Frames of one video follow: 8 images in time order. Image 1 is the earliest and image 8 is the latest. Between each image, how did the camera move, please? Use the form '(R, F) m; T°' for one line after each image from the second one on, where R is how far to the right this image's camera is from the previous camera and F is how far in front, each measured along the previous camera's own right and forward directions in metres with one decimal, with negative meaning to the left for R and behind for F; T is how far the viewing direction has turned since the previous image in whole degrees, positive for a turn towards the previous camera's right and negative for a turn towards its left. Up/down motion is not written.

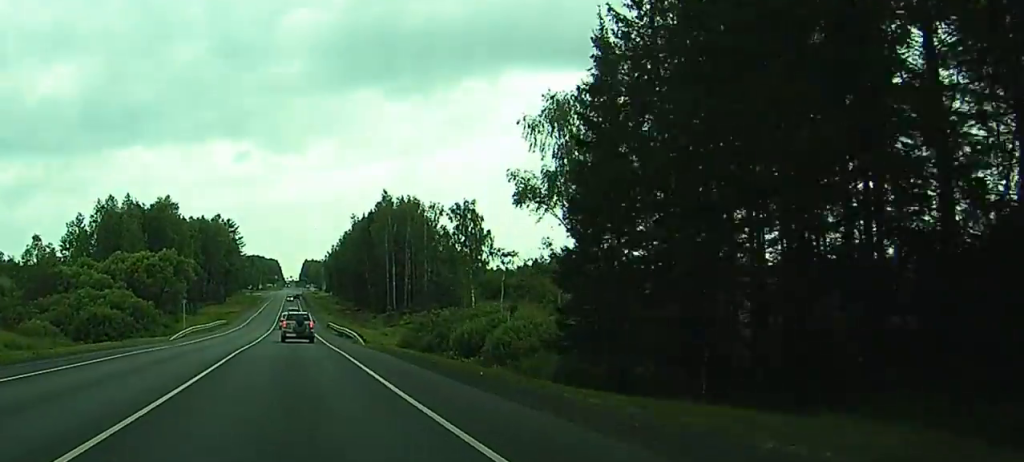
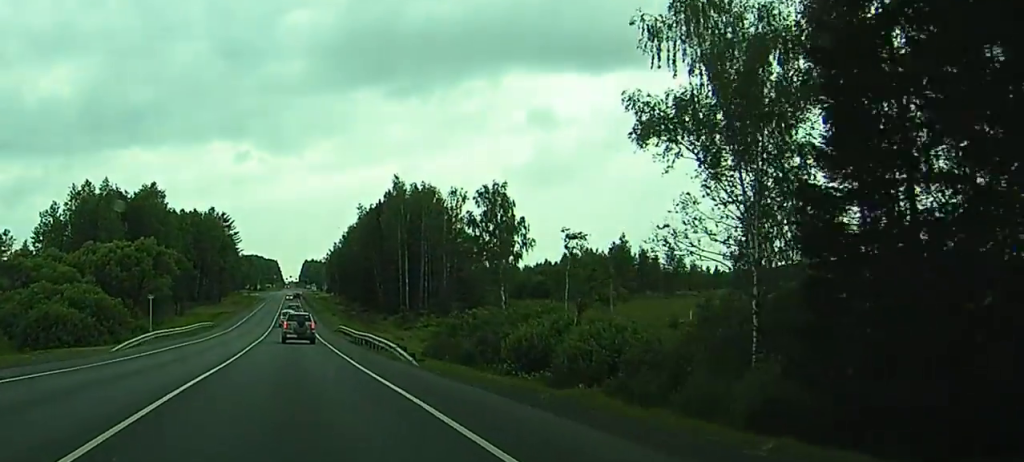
(-0.1, +18.3) m; 0°
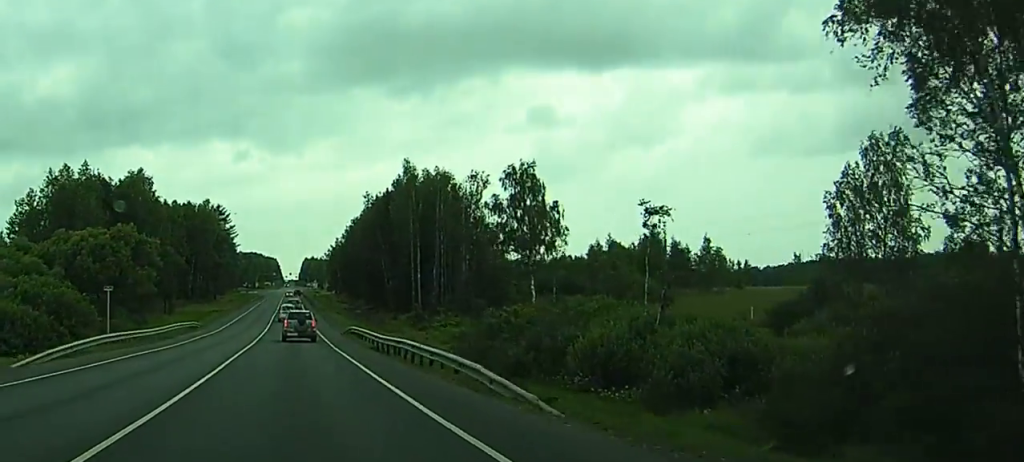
(-0.1, +13.6) m; 0°
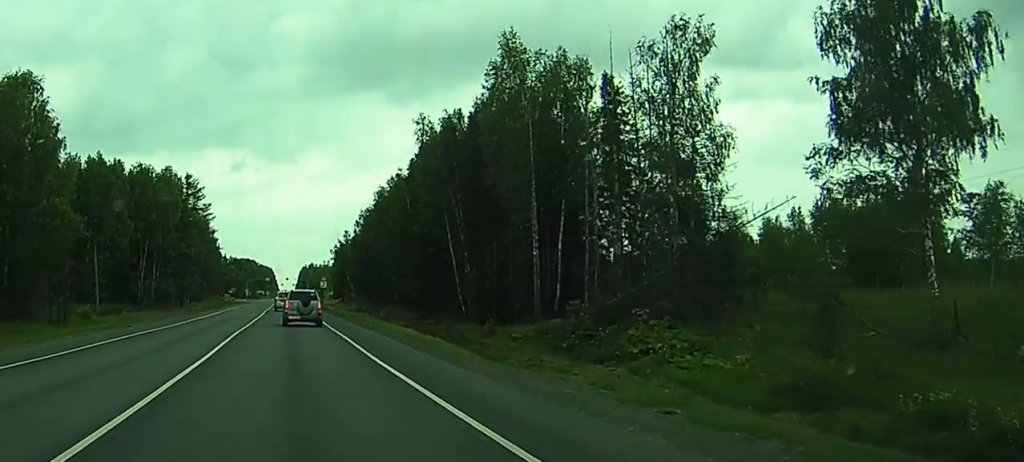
(+1.4, +62.3) m; +2°
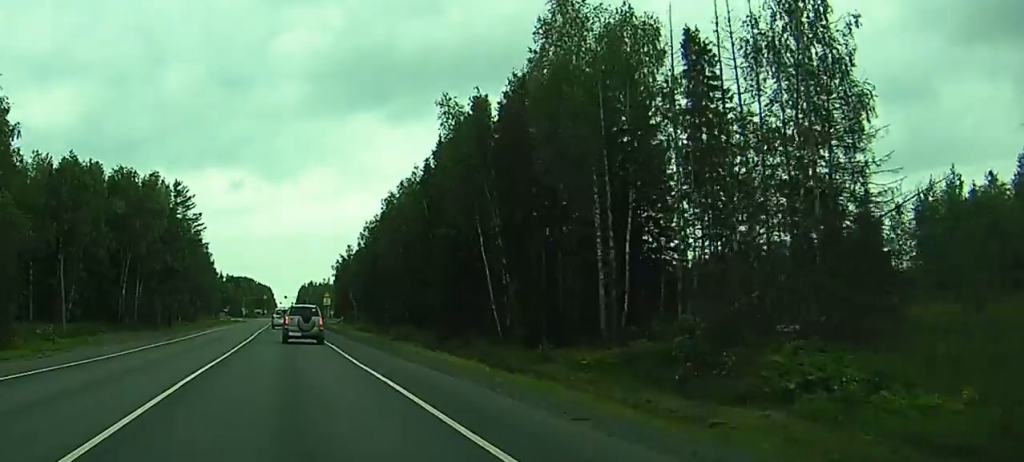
(+0.1, +14.4) m; 0°
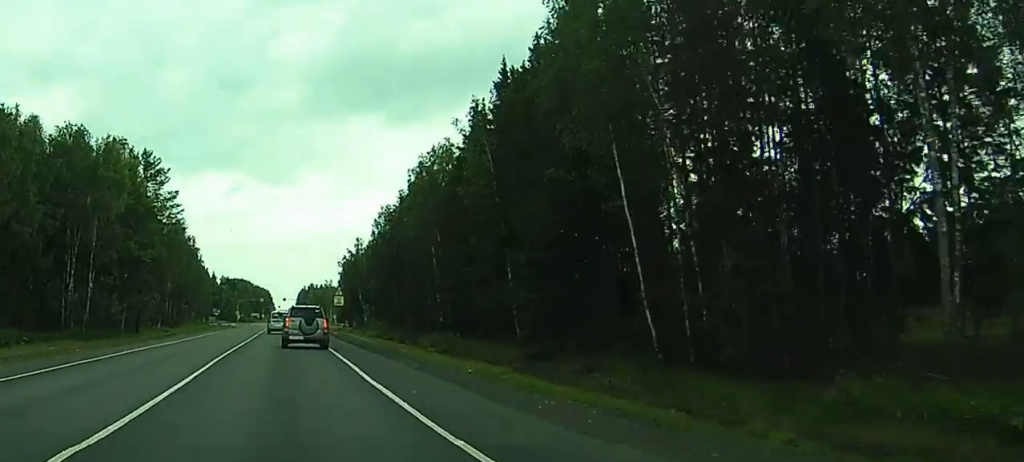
(-0.1, +29.8) m; 0°
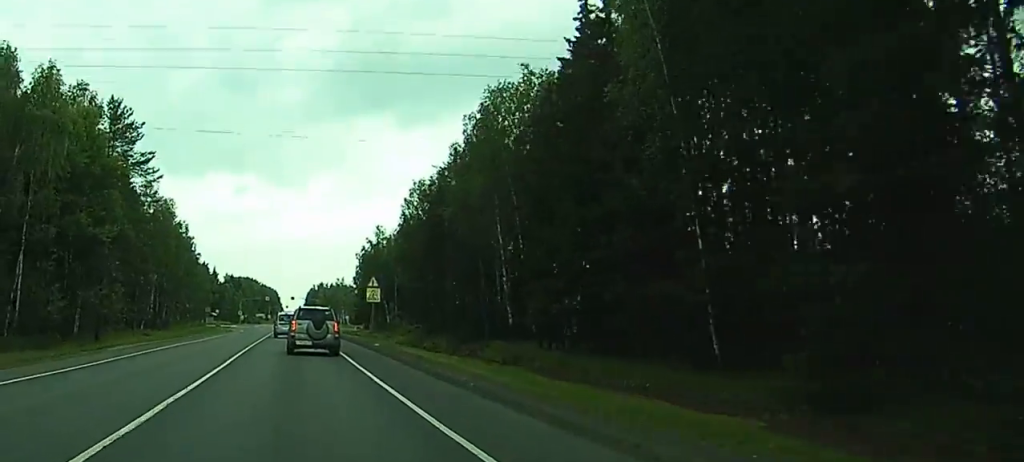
(-0.1, +27.9) m; 0°
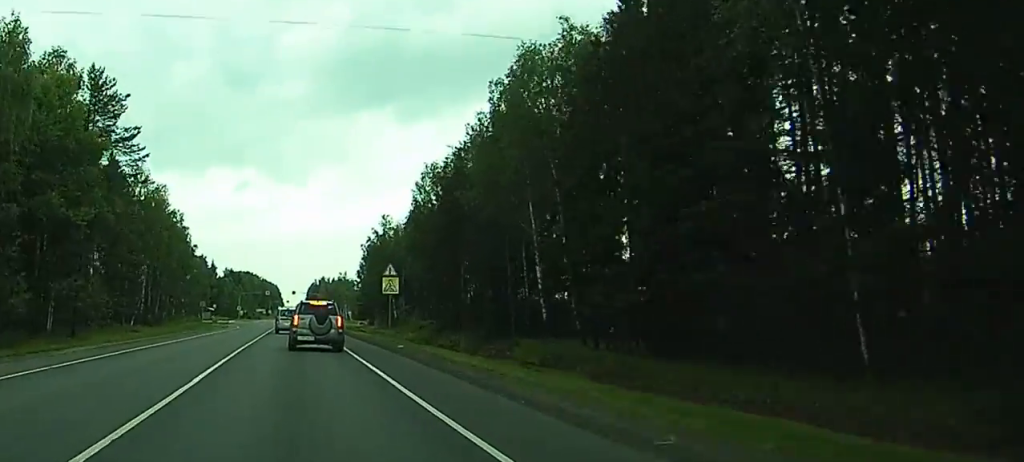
(0.0, +9.5) m; 0°
